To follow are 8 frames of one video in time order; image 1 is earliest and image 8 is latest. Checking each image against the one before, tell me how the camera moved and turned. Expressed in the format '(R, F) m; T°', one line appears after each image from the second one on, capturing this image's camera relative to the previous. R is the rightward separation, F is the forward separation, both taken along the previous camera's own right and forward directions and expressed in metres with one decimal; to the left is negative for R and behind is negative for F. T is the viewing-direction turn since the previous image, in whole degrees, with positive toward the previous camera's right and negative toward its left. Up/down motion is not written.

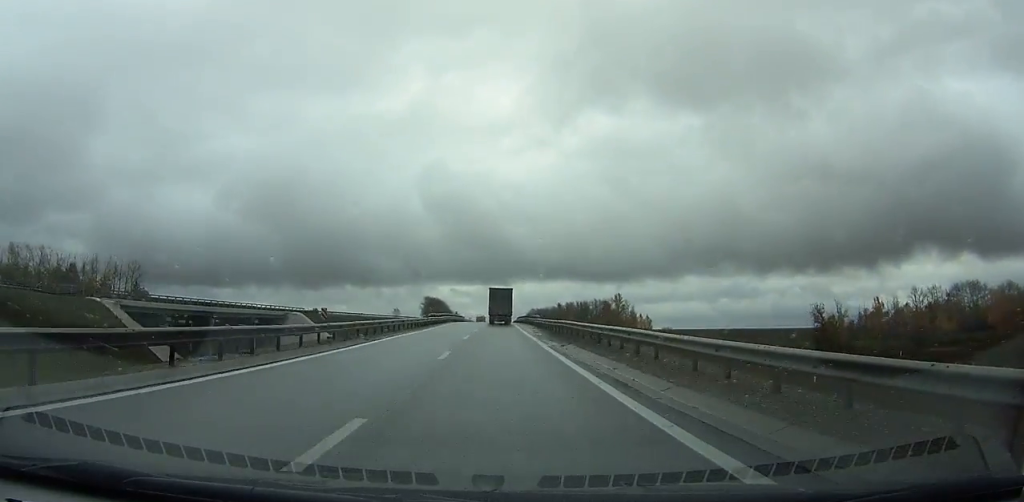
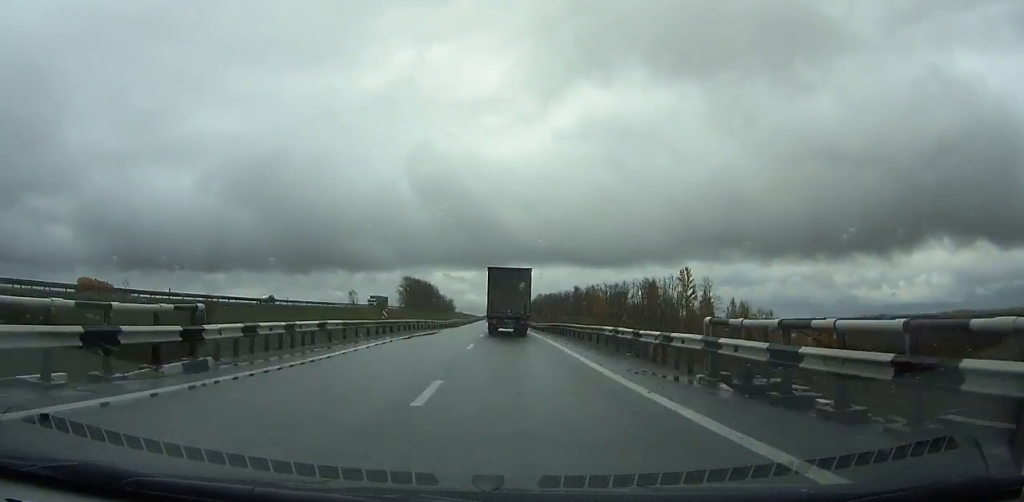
(-0.3, +107.4) m; -1°
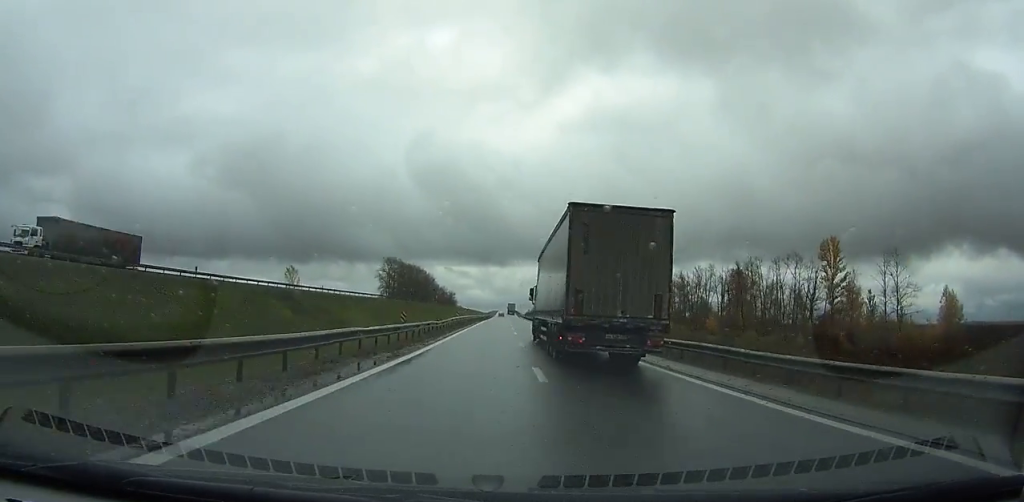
(-0.9, +83.2) m; 0°
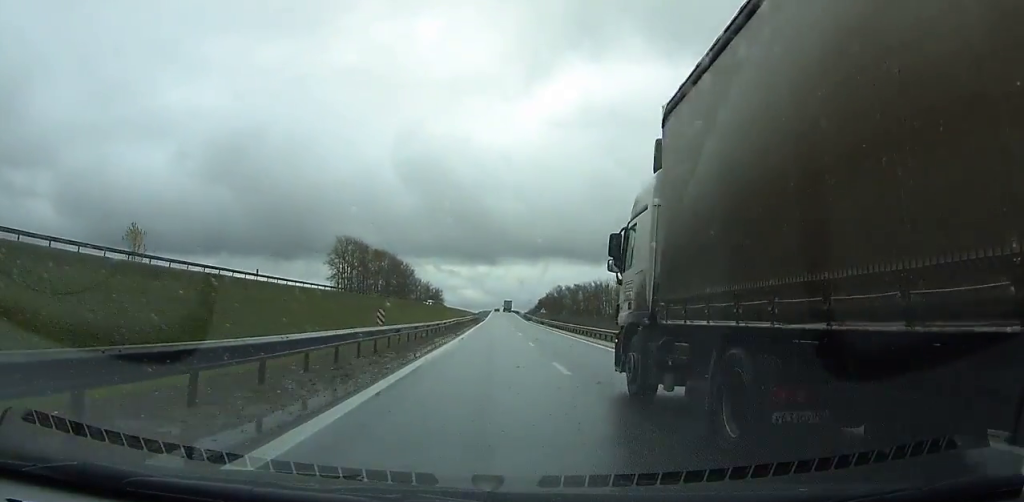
(+0.3, +71.7) m; +1°
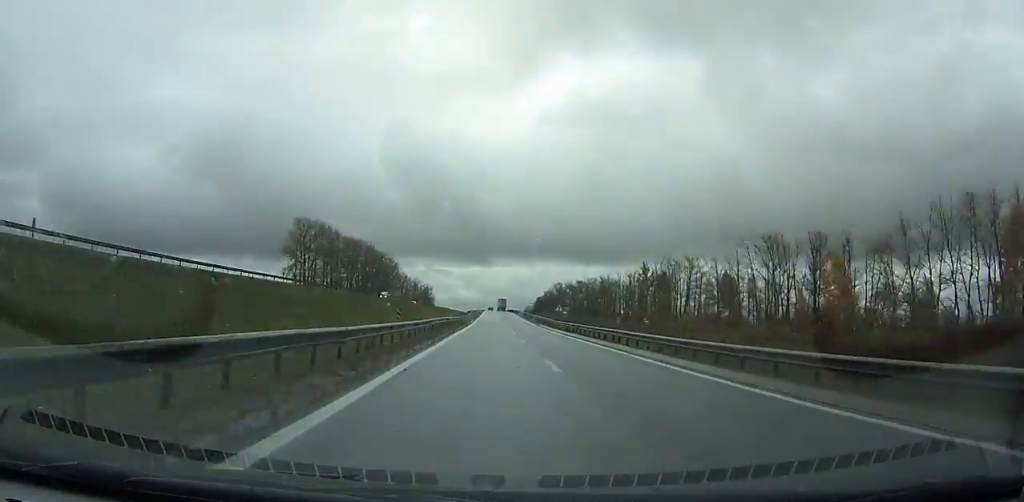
(+0.2, +34.9) m; +1°
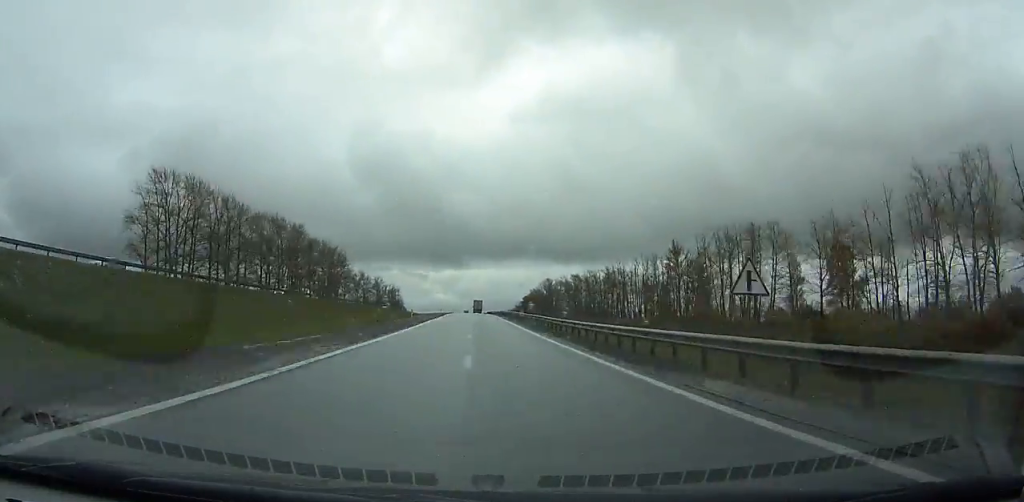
(+1.0, +57.3) m; +1°
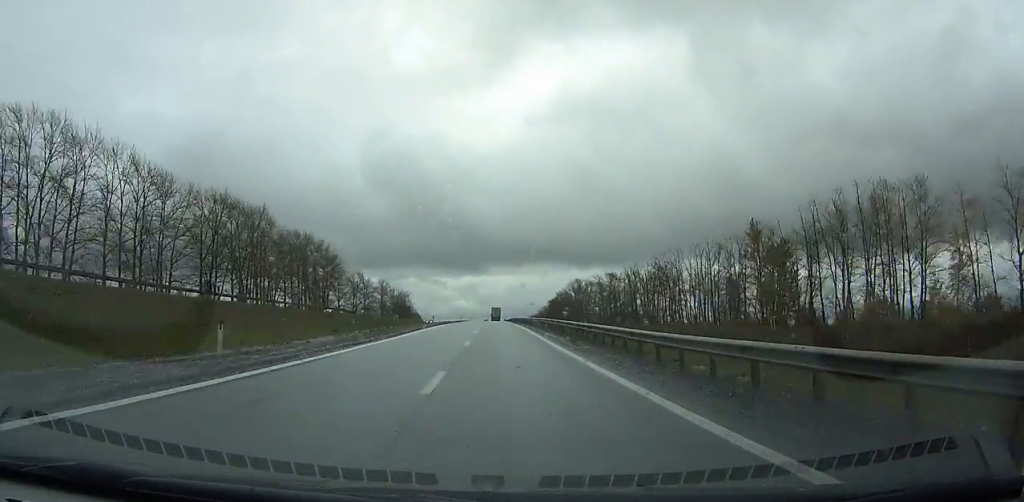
(-0.1, +38.5) m; 0°
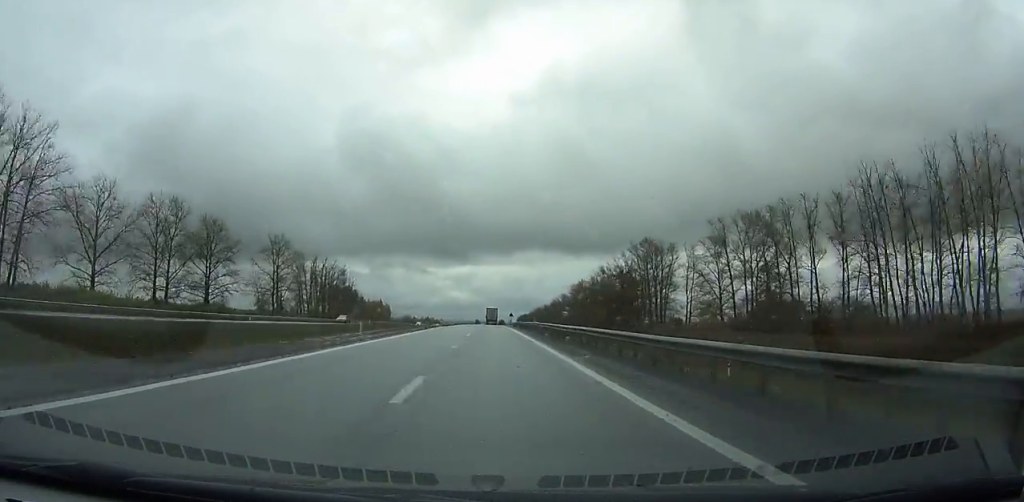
(-1.5, +134.6) m; -1°
